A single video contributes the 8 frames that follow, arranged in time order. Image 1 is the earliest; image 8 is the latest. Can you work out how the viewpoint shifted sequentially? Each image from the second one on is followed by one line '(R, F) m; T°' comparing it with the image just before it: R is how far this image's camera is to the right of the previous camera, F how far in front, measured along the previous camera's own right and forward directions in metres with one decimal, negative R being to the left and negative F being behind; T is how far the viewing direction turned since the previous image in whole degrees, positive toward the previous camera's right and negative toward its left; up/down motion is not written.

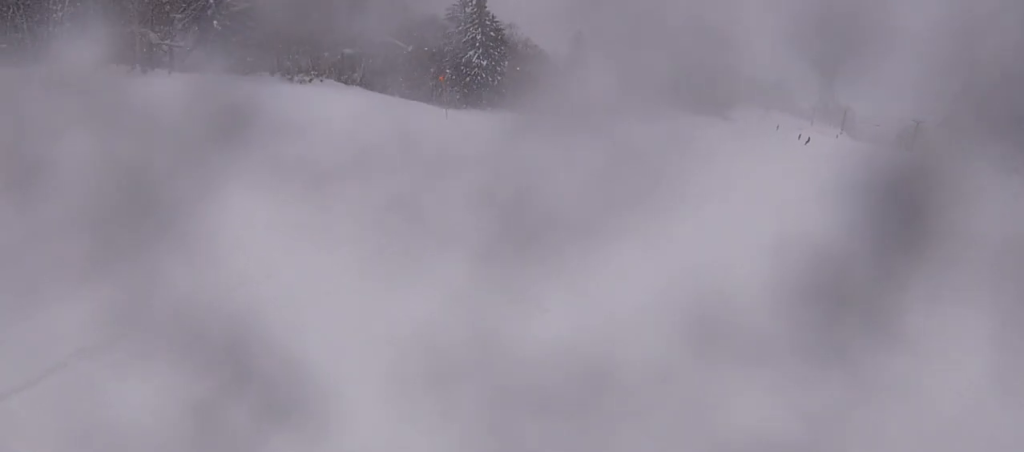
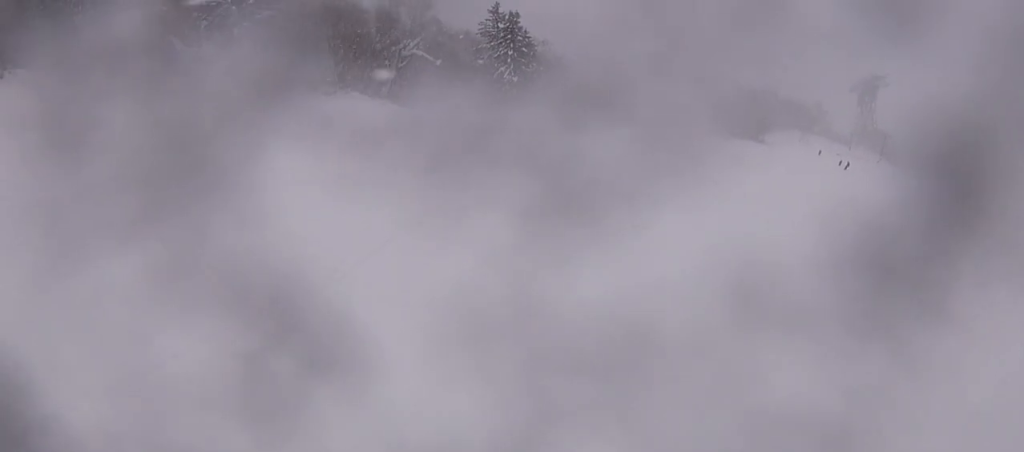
(0.0, +2.8) m; +3°
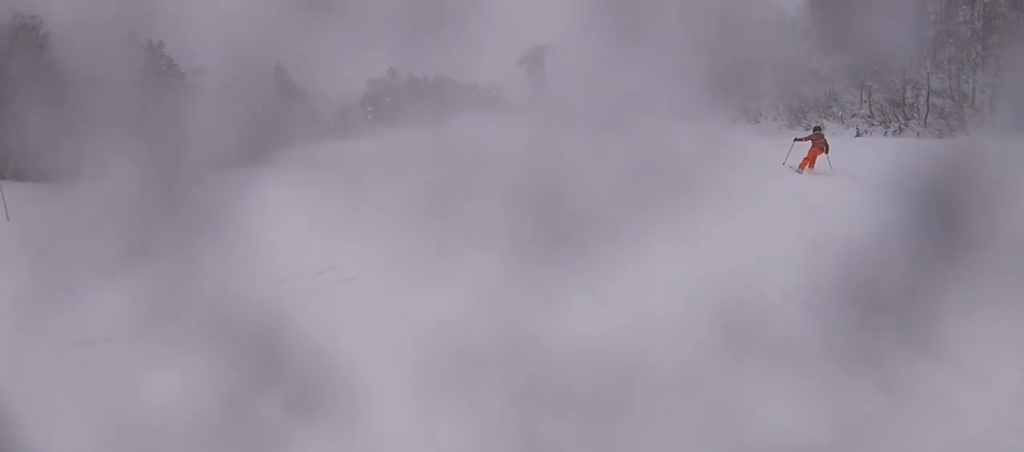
(+1.4, +8.1) m; +3°
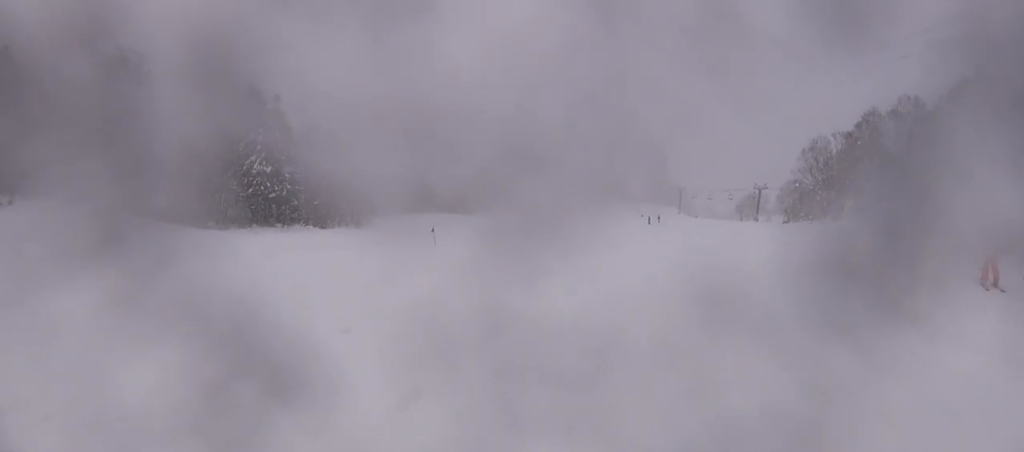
(-1.0, +5.5) m; -1°
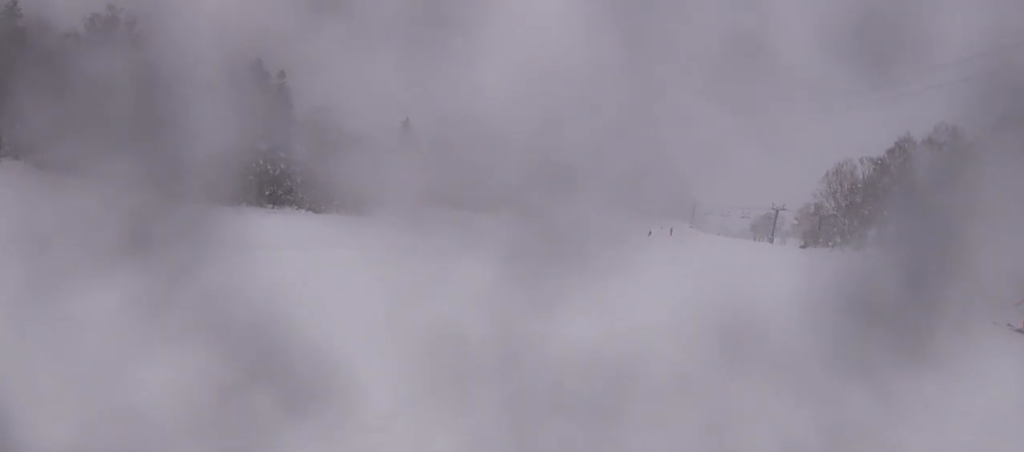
(+0.6, +4.3) m; +8°
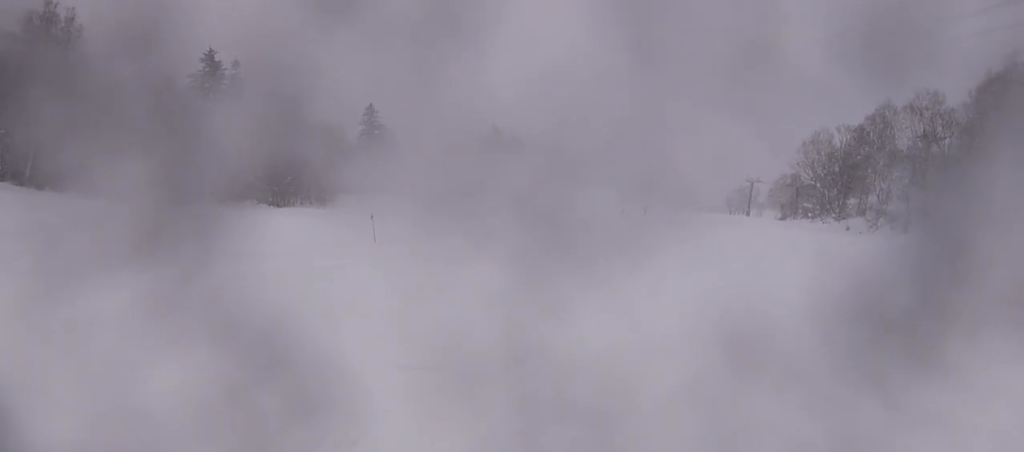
(+0.2, +2.6) m; +3°
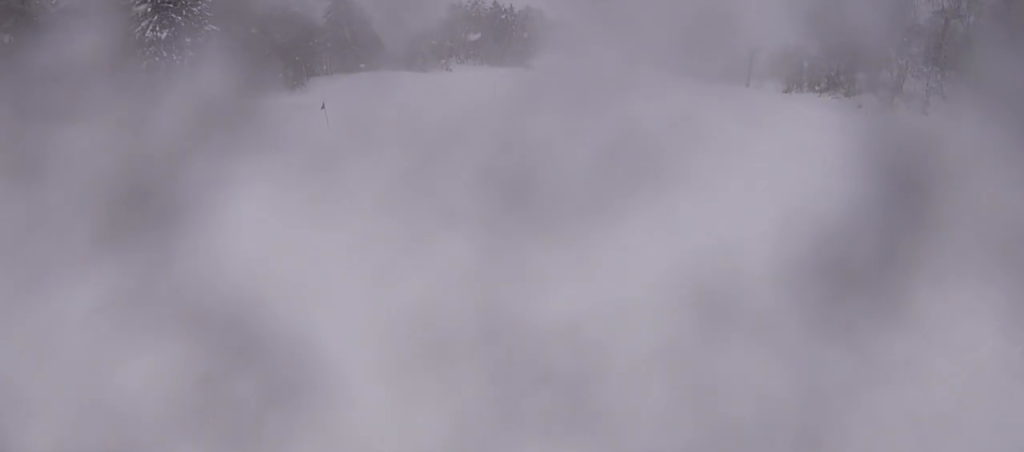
(0.0, +4.0) m; -13°
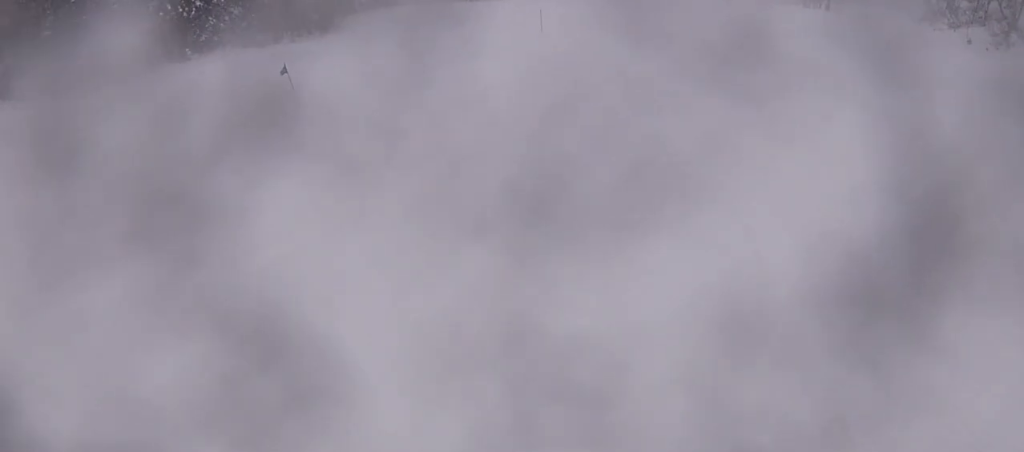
(-1.6, +7.4) m; -1°
